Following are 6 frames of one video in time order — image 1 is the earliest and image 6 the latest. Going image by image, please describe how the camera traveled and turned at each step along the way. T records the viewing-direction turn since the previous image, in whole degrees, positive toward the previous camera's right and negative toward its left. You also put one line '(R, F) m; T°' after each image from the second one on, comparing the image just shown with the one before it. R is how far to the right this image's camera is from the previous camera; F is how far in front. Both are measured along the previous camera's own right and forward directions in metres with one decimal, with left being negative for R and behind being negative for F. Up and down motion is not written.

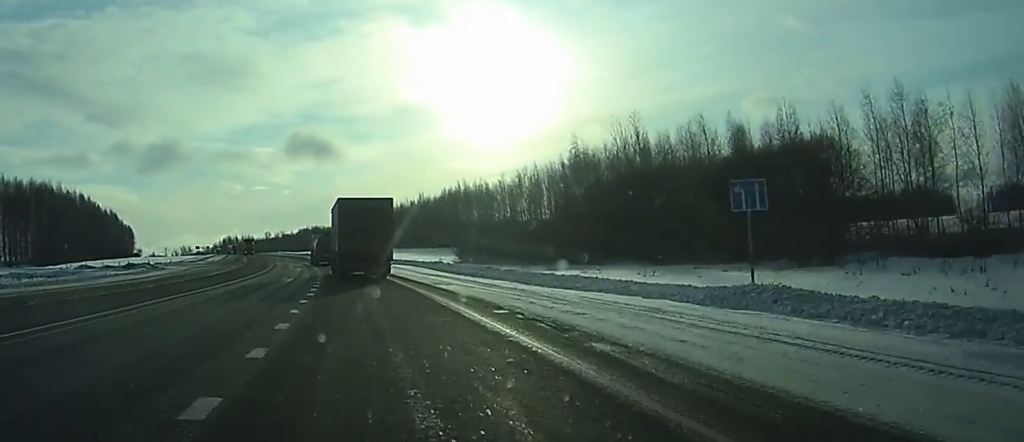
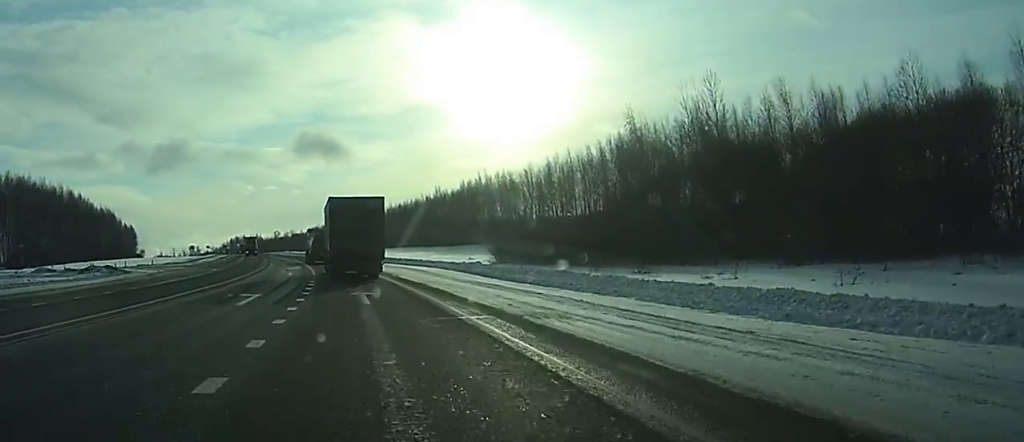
(-0.1, +18.7) m; -1°
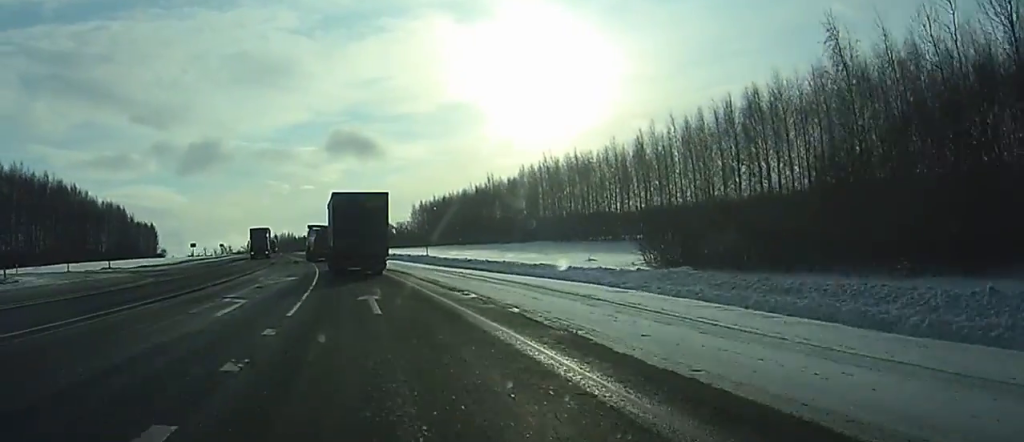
(-0.7, +34.4) m; -2°
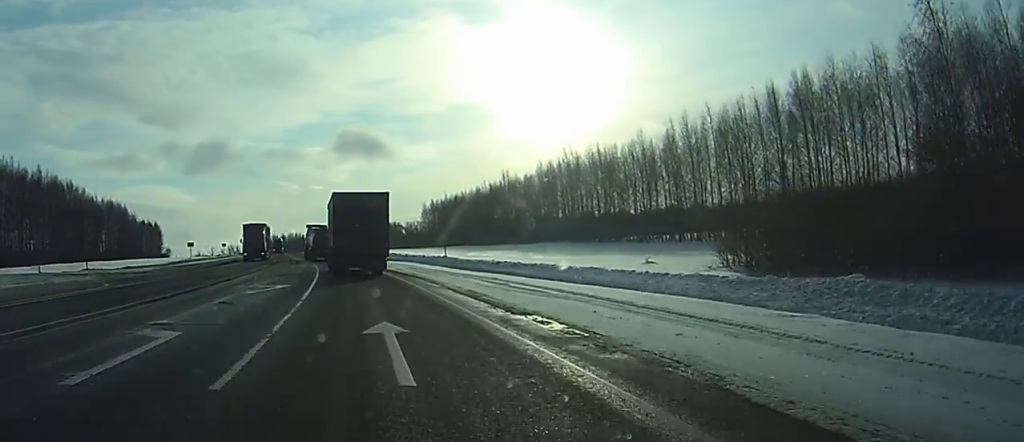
(0.0, +9.3) m; 0°
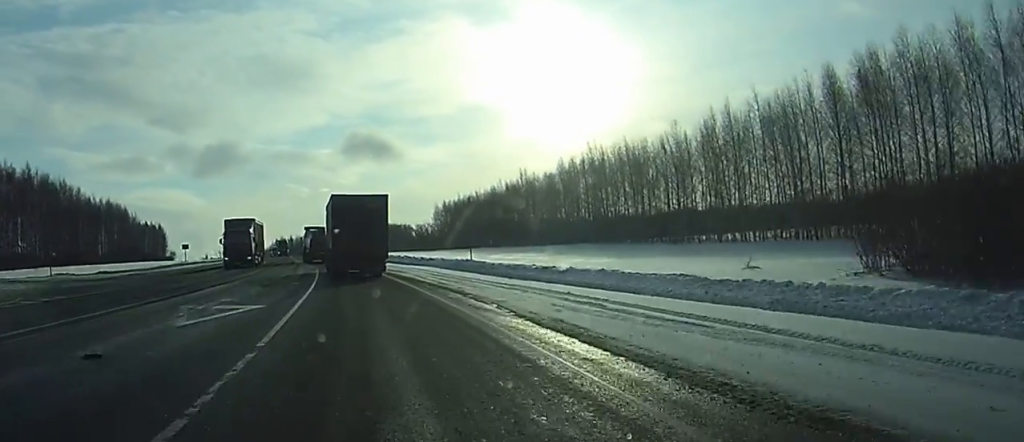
(-0.1, +10.8) m; 0°
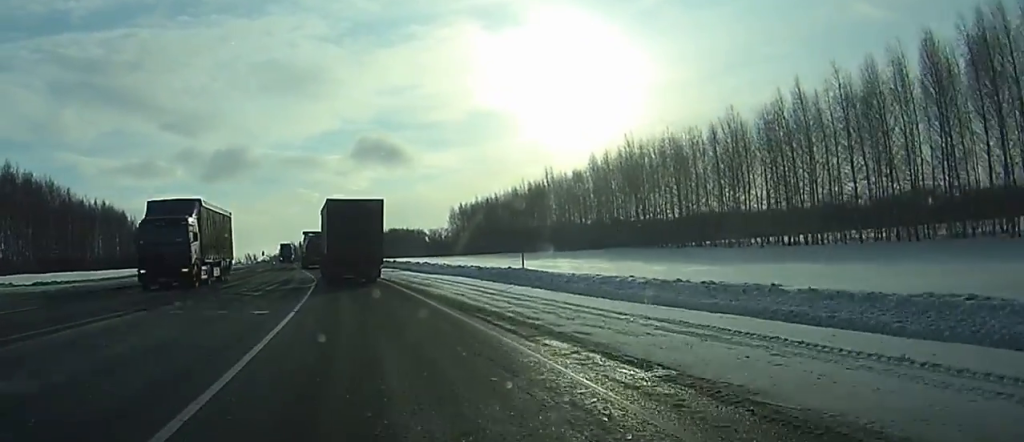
(0.0, +15.1) m; -1°
